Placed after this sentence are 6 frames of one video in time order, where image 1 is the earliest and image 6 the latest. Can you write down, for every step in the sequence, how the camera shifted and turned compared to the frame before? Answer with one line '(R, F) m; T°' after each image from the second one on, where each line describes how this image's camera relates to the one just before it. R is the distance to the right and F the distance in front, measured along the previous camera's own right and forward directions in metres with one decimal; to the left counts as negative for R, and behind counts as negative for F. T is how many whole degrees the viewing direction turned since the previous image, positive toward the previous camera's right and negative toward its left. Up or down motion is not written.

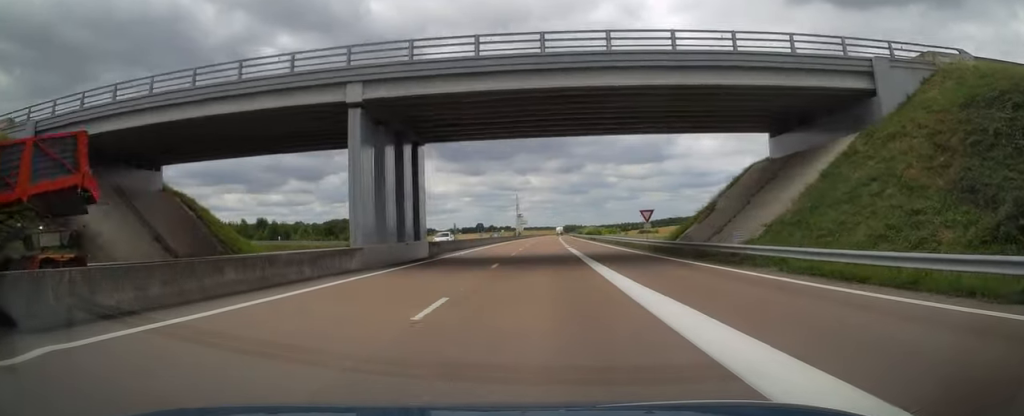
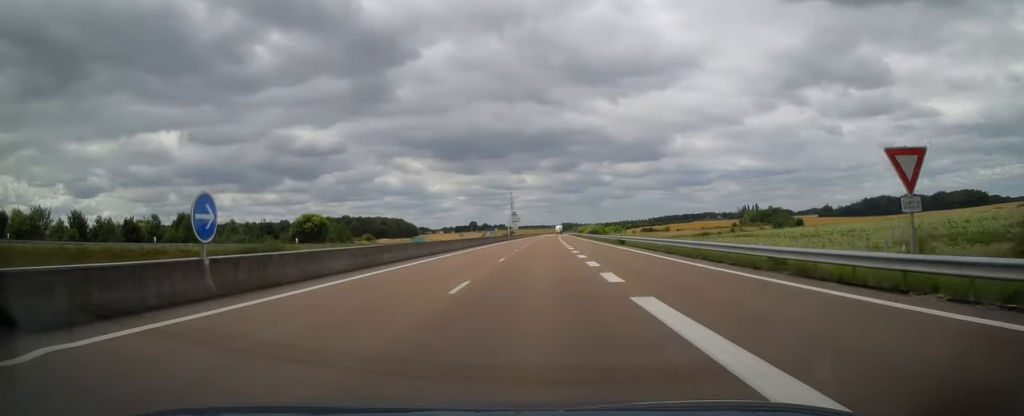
(0.0, +34.8) m; 0°
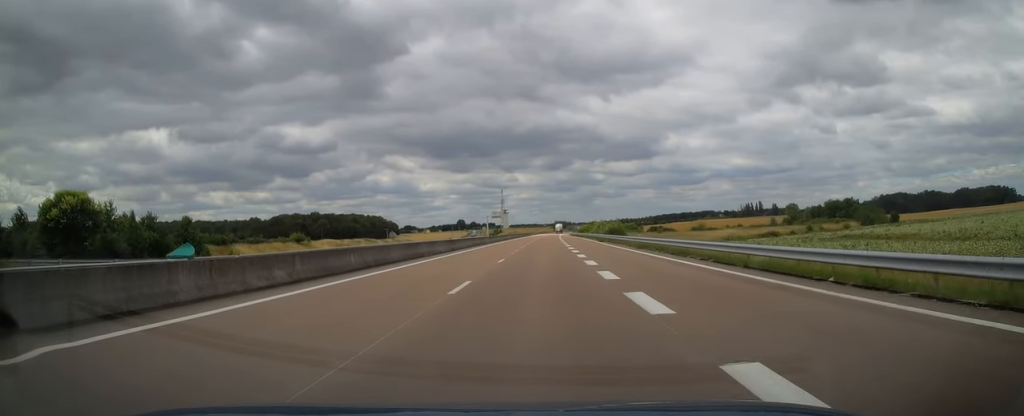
(+1.0, +64.3) m; +2°
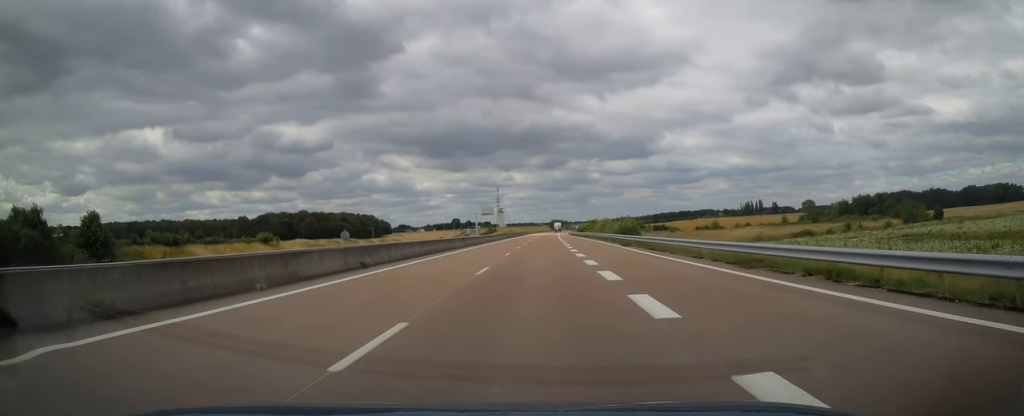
(0.0, +20.1) m; 0°
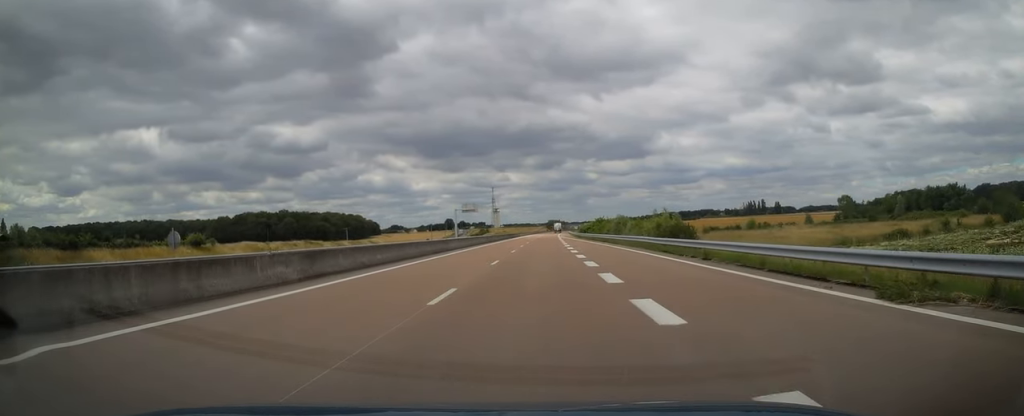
(+0.1, +33.4) m; 0°
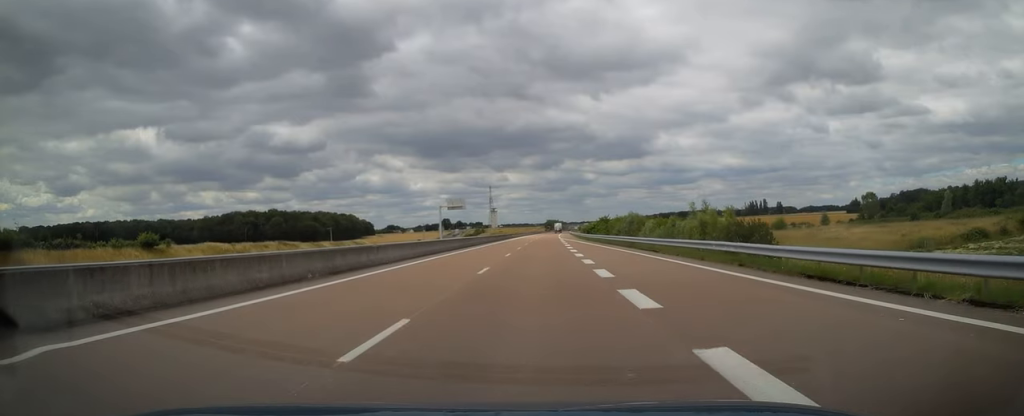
(0.0, +17.7) m; +1°
